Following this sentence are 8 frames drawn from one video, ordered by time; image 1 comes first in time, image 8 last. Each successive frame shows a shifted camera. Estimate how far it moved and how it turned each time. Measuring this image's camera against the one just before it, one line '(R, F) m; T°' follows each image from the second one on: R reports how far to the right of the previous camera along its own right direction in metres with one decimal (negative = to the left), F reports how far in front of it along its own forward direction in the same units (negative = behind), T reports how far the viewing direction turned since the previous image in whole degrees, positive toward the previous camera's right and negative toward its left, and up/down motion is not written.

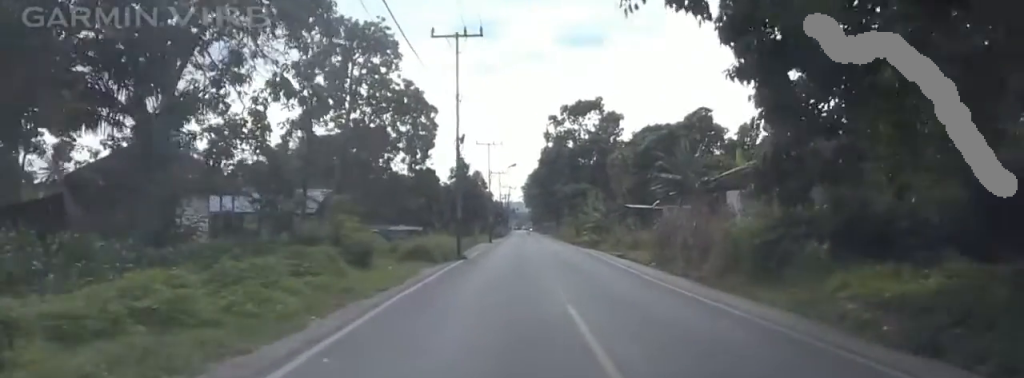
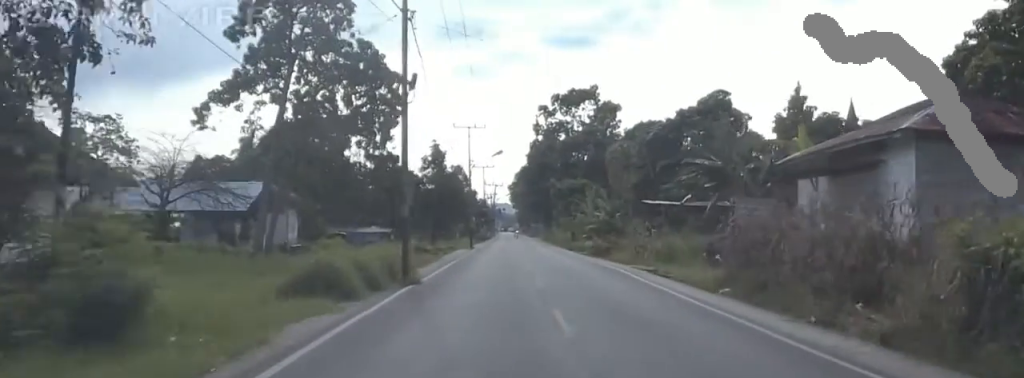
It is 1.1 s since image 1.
(0.0, +14.8) m; 0°
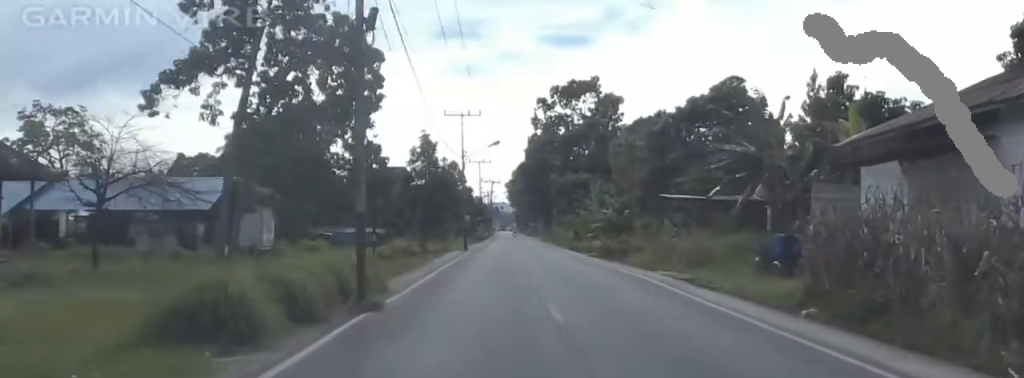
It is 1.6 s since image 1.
(0.0, +6.6) m; 0°
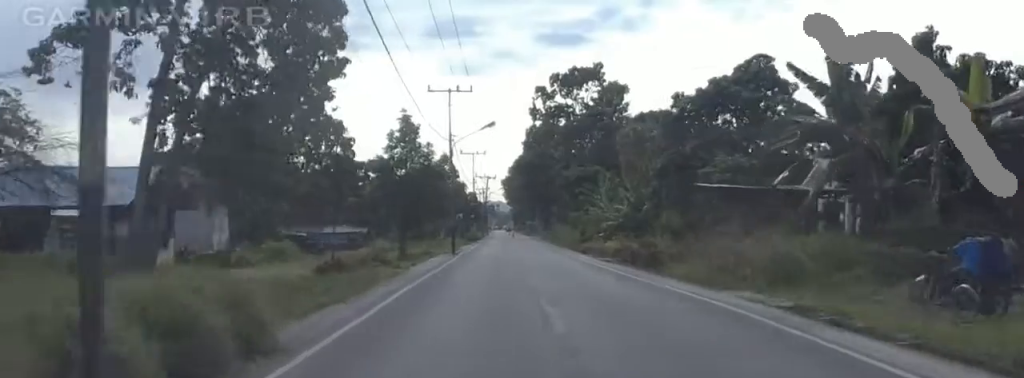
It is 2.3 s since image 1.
(0.0, +9.7) m; +1°
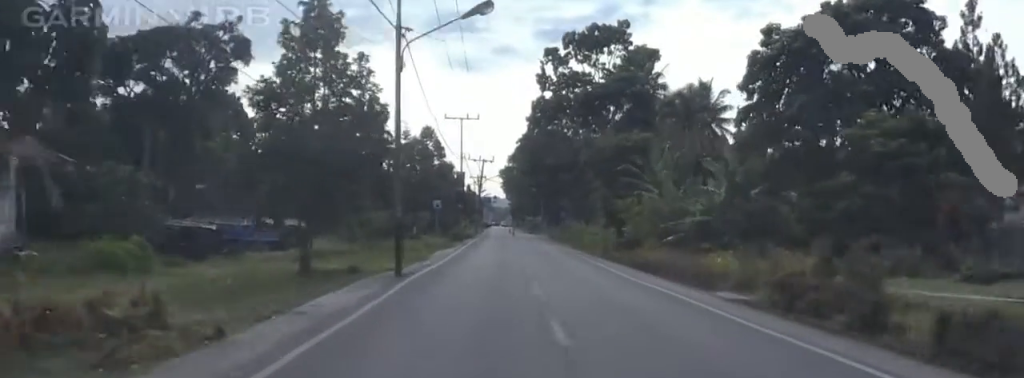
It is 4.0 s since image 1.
(-0.7, +24.2) m; -1°
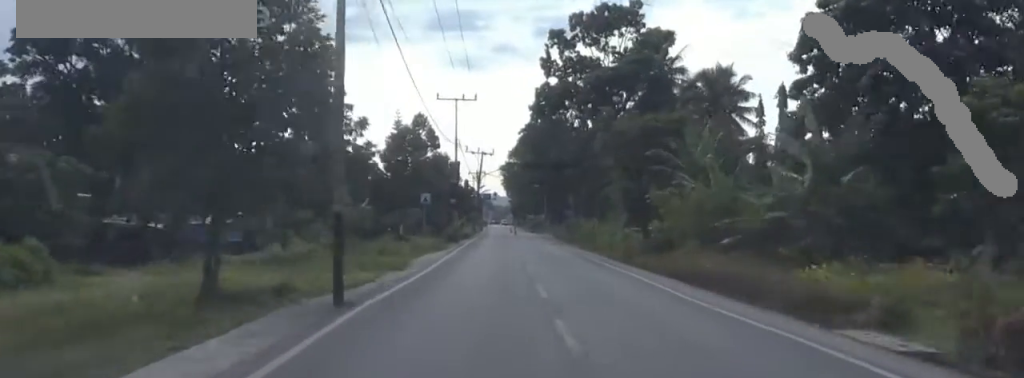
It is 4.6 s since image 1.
(-0.5, +8.2) m; +2°
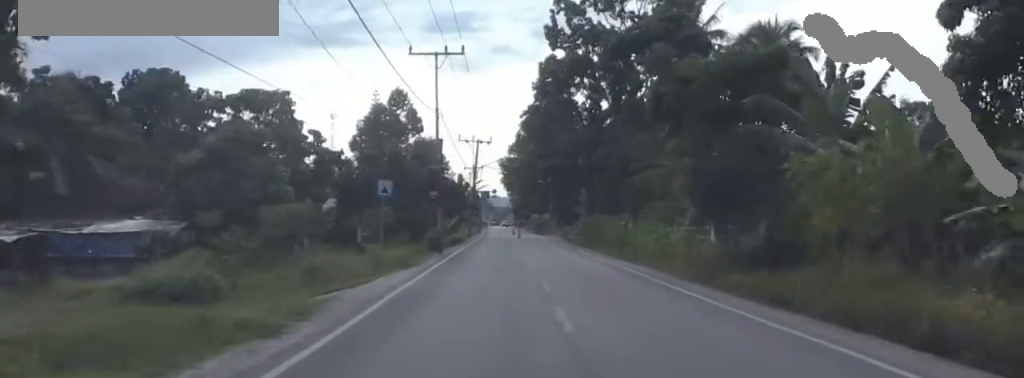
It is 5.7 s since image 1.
(+1.5, +14.2) m; 0°
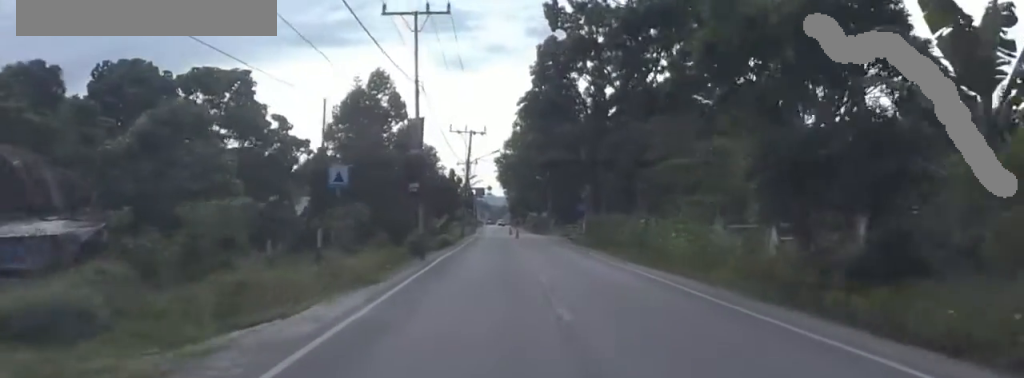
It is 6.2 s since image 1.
(-1.0, +7.2) m; -2°
